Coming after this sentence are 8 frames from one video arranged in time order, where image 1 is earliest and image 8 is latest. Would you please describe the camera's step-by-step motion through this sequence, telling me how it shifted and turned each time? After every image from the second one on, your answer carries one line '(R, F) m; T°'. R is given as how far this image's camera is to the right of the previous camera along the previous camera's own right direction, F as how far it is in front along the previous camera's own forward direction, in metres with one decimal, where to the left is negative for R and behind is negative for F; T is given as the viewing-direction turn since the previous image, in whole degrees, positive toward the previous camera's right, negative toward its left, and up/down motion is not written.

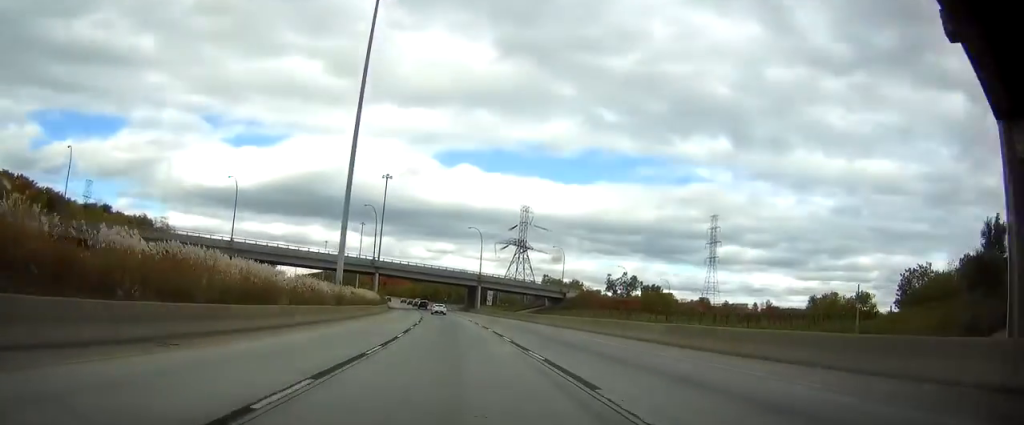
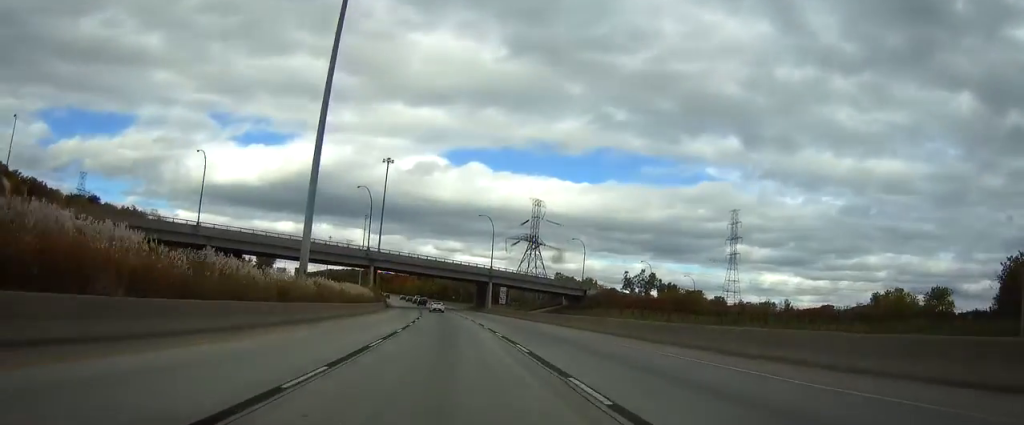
(0.0, +16.3) m; 0°
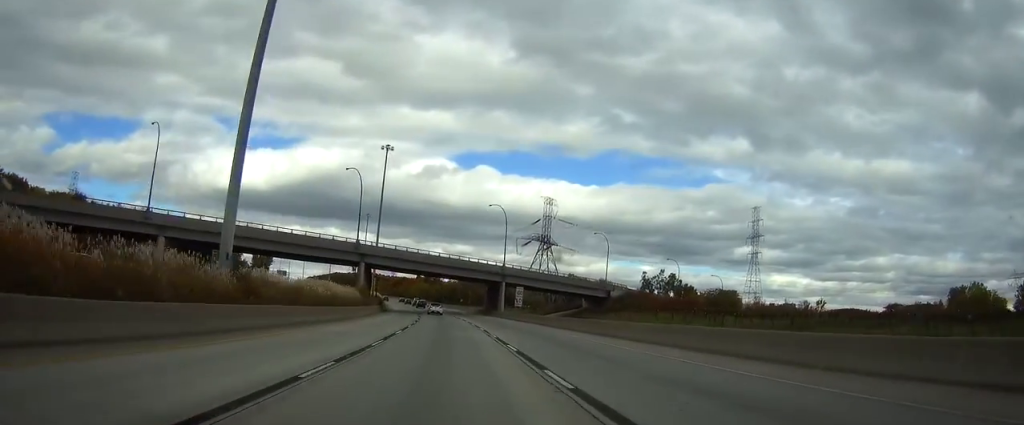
(0.0, +16.4) m; 0°
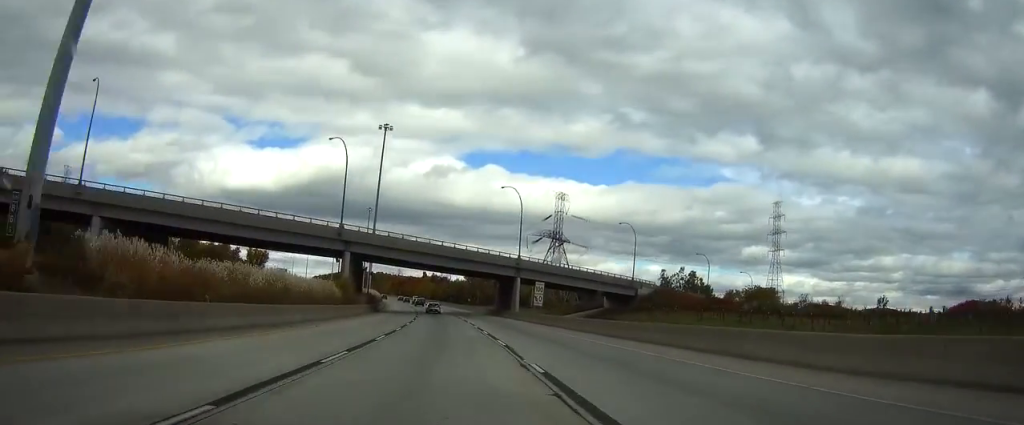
(0.0, +15.4) m; 0°
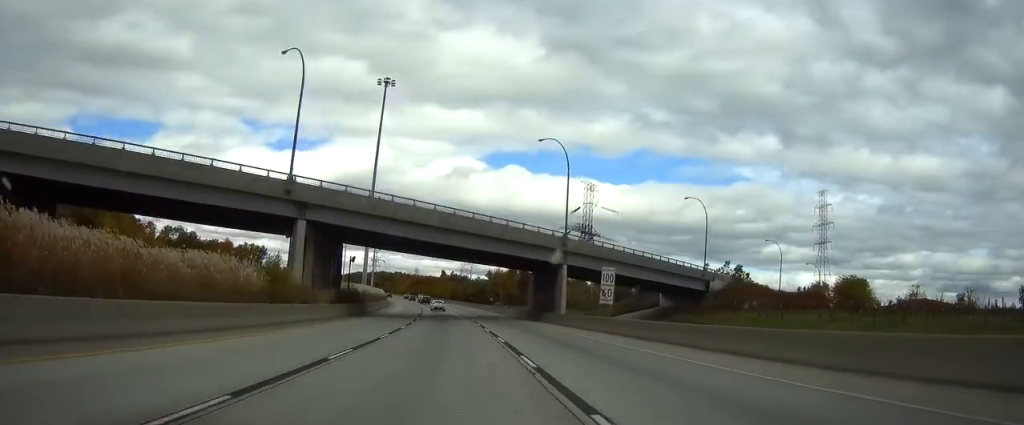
(0.0, +26.0) m; 0°
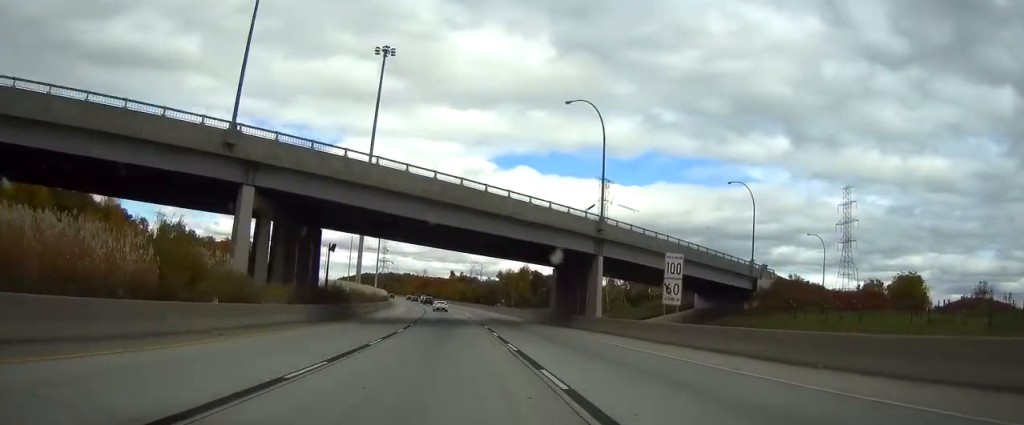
(0.0, +12.5) m; 0°
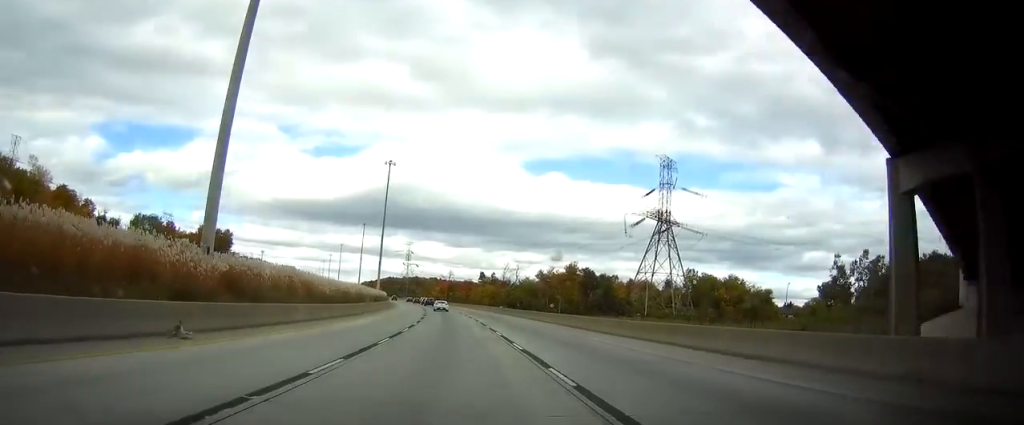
(0.0, +51.9) m; 0°
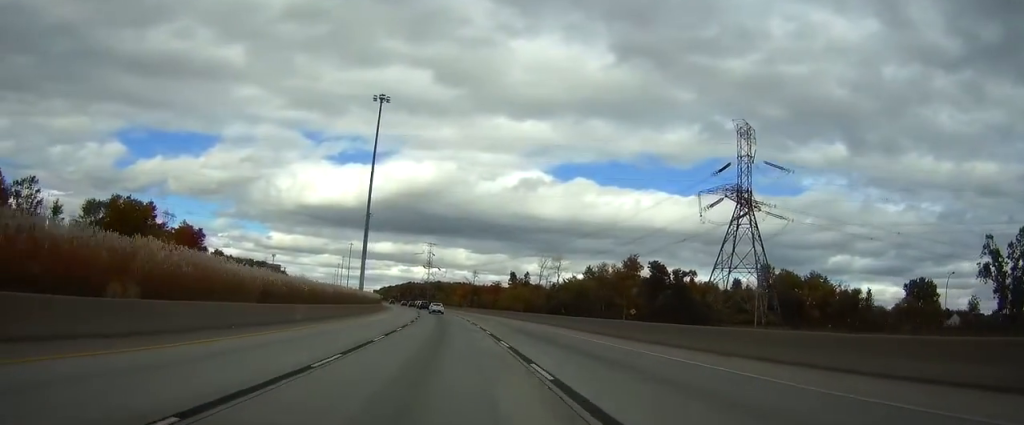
(0.0, +50.8) m; 0°
